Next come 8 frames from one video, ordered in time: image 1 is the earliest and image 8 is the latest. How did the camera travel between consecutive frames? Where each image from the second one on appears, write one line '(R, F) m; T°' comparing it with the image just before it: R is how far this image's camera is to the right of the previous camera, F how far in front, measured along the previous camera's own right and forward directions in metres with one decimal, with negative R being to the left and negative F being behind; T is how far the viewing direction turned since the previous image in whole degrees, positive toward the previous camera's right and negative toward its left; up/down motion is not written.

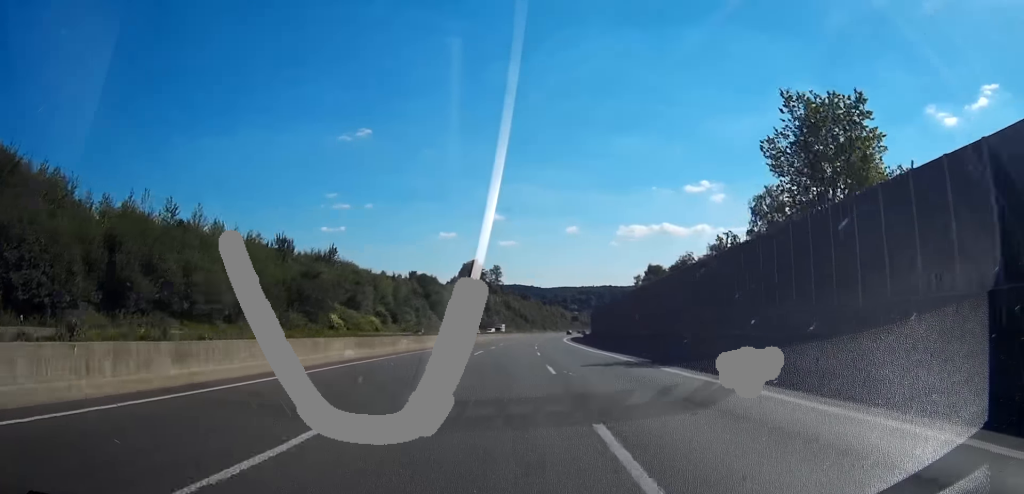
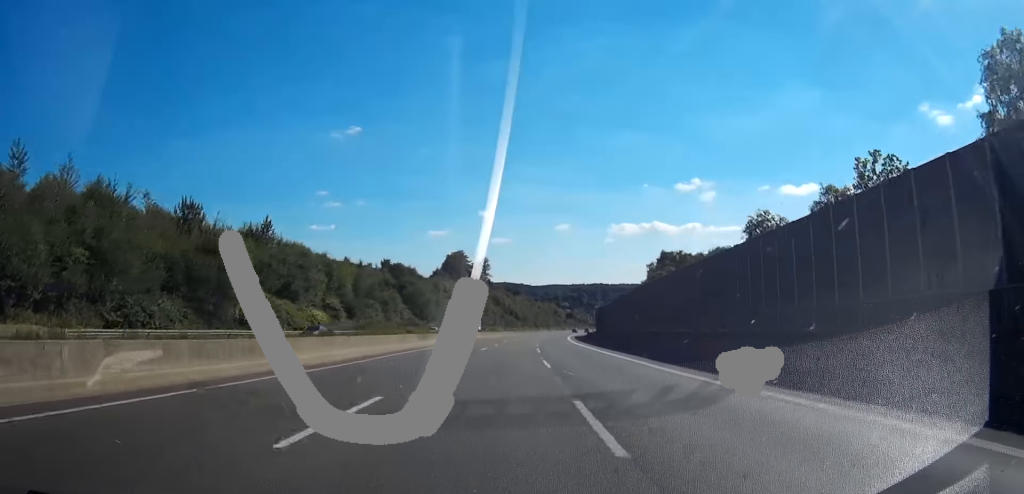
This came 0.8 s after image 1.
(+0.1, +32.2) m; +1°
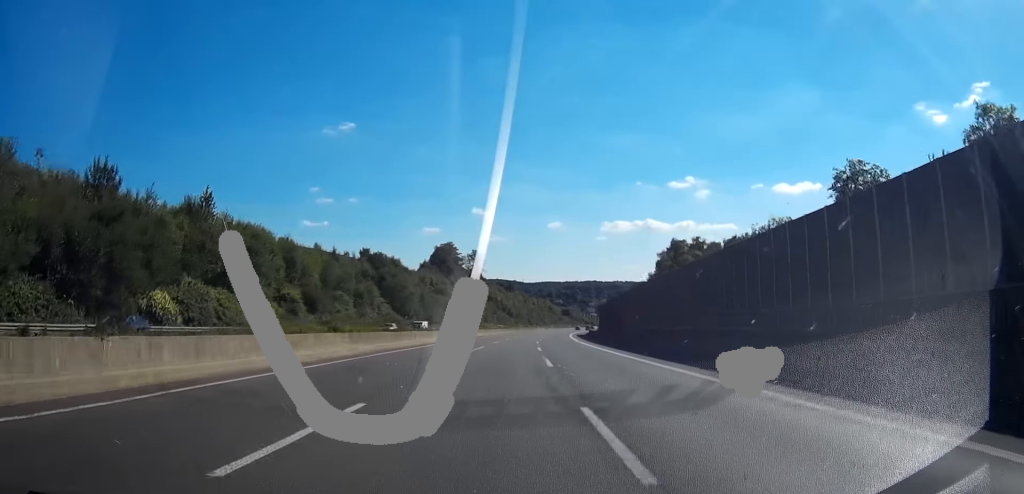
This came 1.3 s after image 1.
(0.0, +19.3) m; +1°
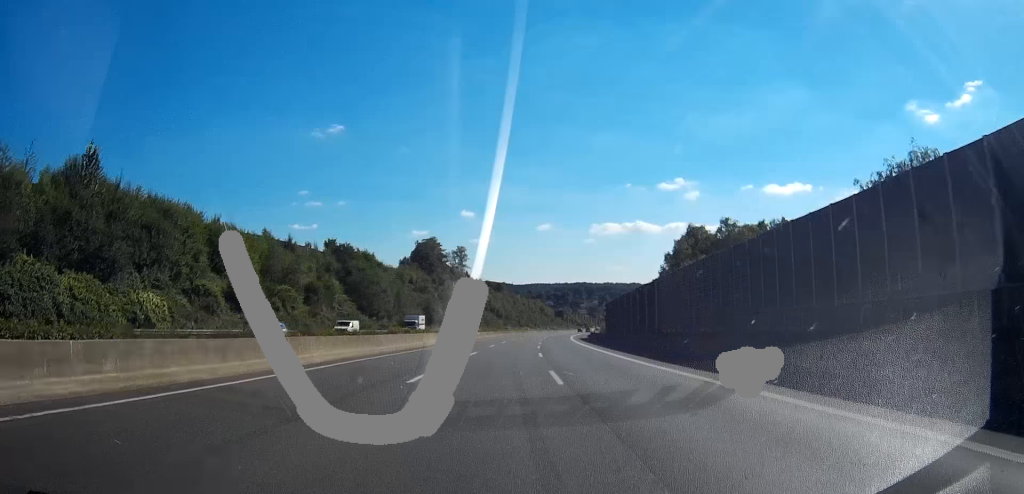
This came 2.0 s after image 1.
(+0.4, +24.3) m; +1°
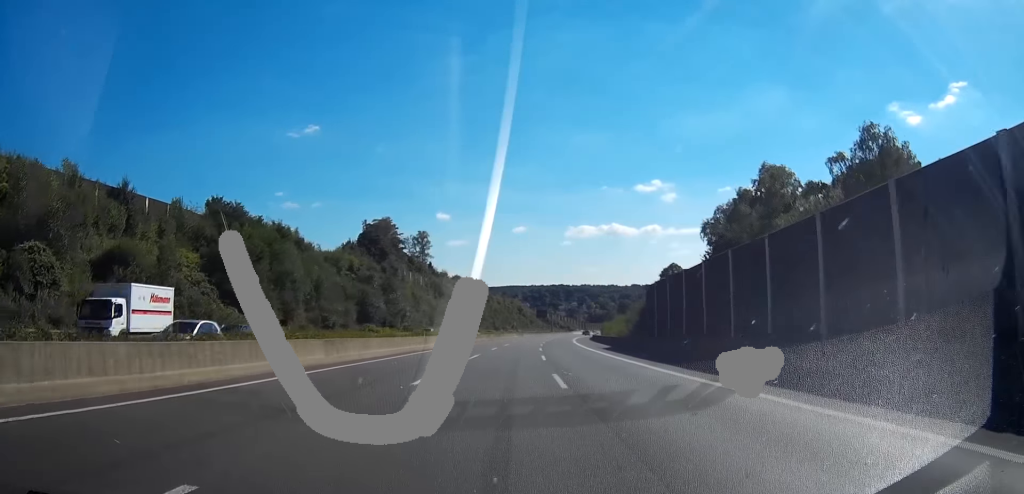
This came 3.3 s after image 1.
(+1.0, +52.5) m; +2°
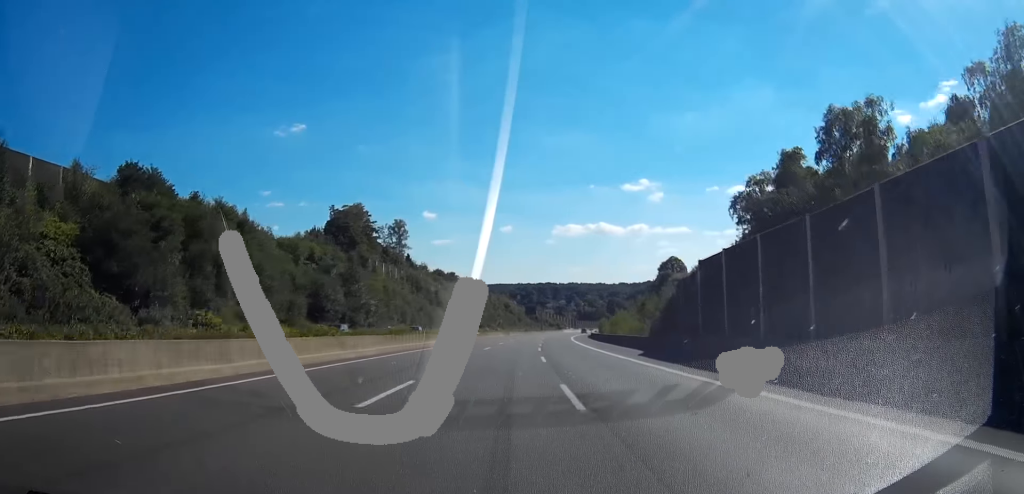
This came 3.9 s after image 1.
(+0.1, +23.1) m; +1°
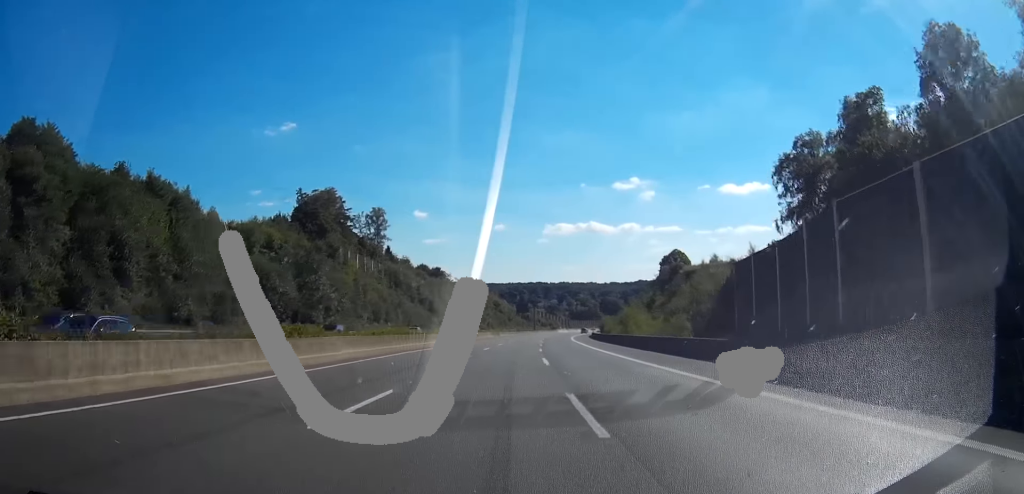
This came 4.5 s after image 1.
(+0.1, +20.6) m; +1°
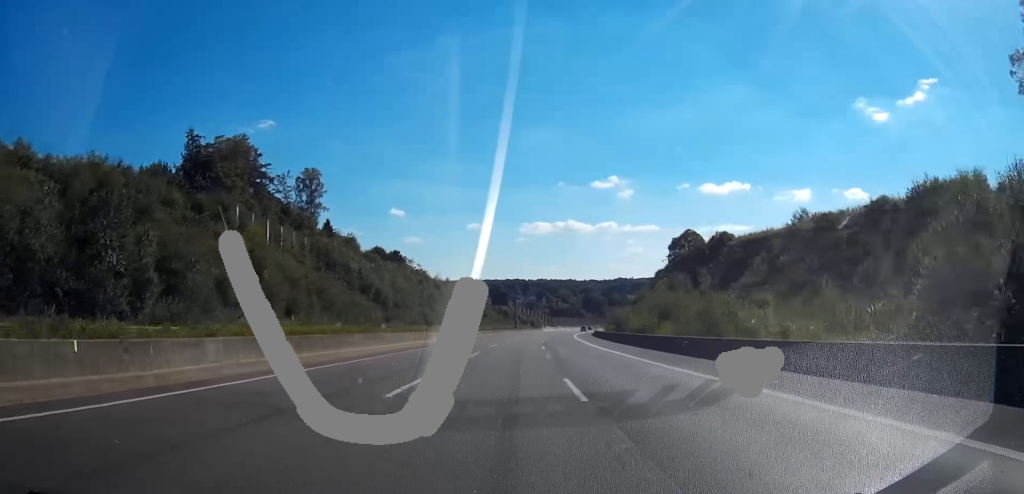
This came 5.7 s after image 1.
(+0.7, +49.2) m; +1°
